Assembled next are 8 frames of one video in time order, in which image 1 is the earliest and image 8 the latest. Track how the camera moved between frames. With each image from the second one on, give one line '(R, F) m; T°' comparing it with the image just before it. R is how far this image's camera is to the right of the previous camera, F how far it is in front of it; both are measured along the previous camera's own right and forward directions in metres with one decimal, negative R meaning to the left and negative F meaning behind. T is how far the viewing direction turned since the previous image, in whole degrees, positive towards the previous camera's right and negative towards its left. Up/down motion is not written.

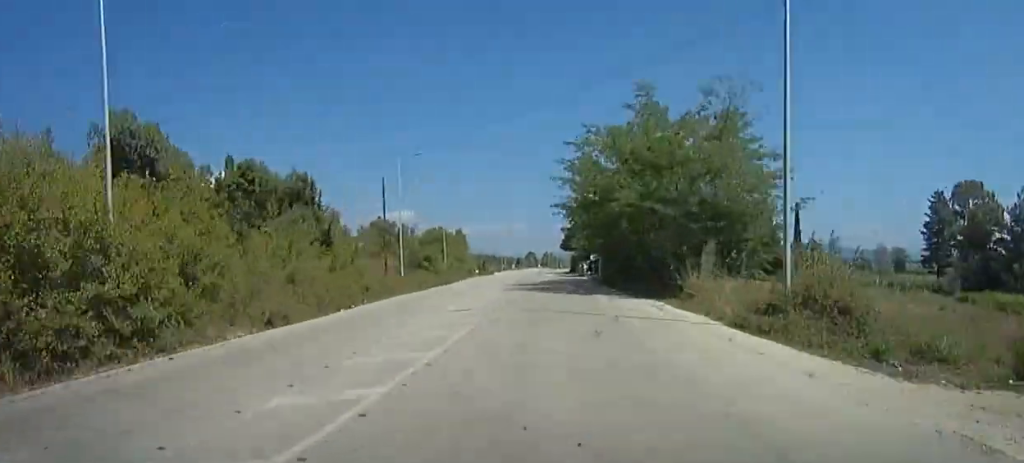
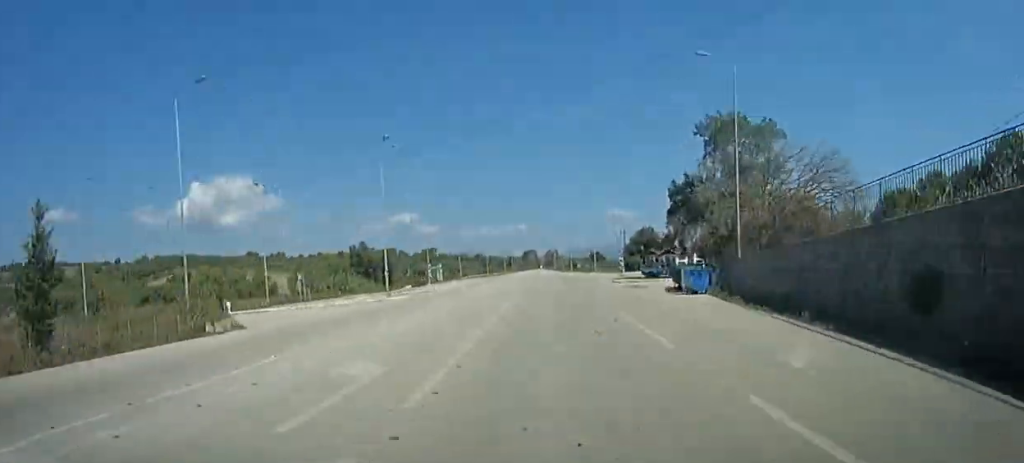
(+0.3, +129.2) m; 0°
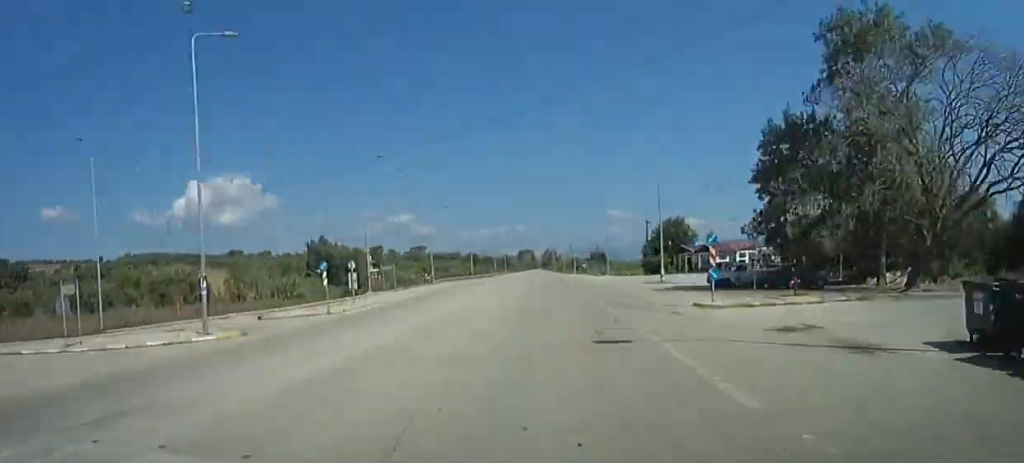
(0.0, +23.7) m; 0°
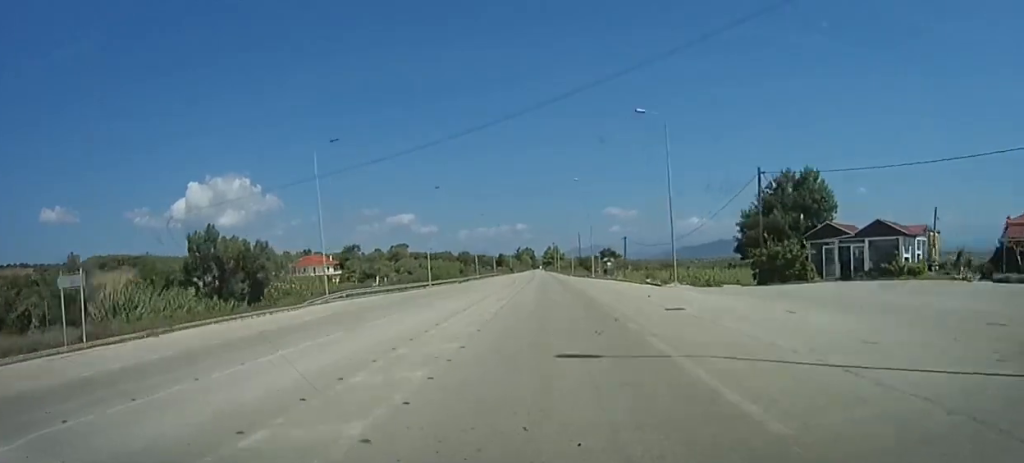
(0.0, +41.1) m; 0°
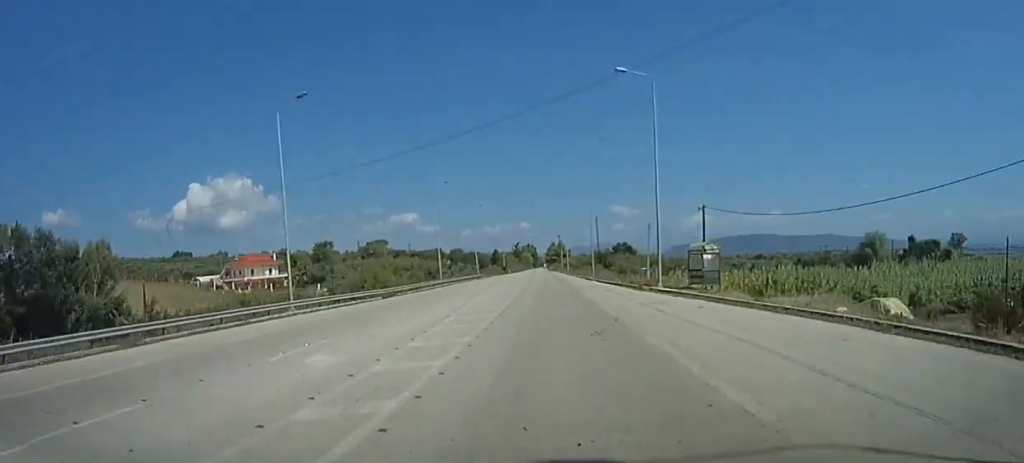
(-0.2, +39.2) m; -1°
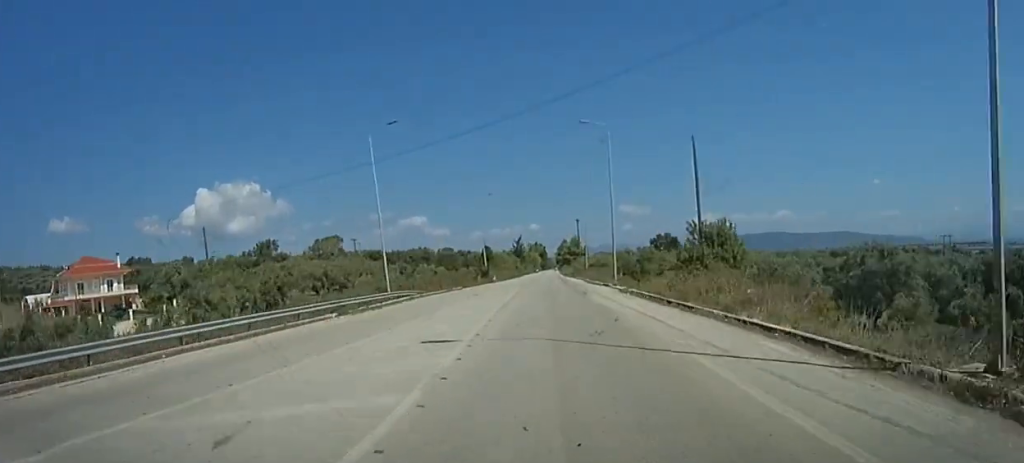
(-0.4, +59.4) m; 0°
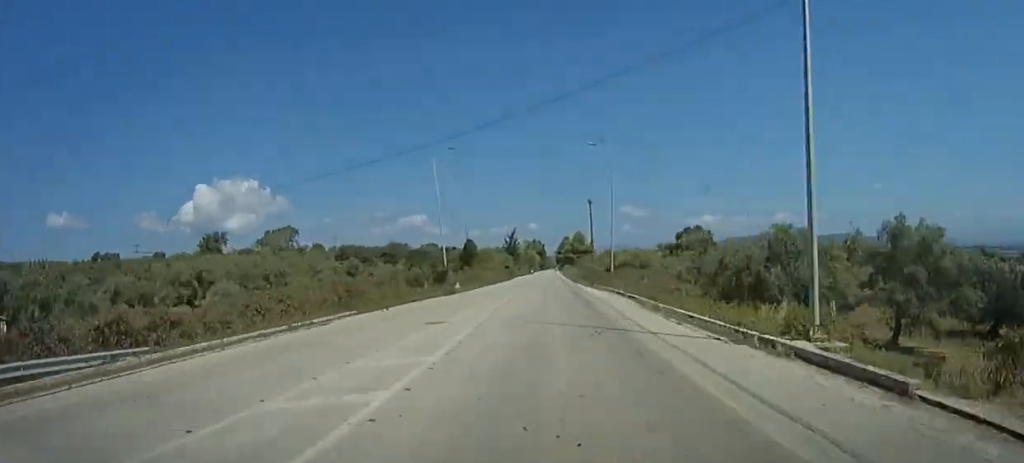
(+0.2, +31.0) m; 0°
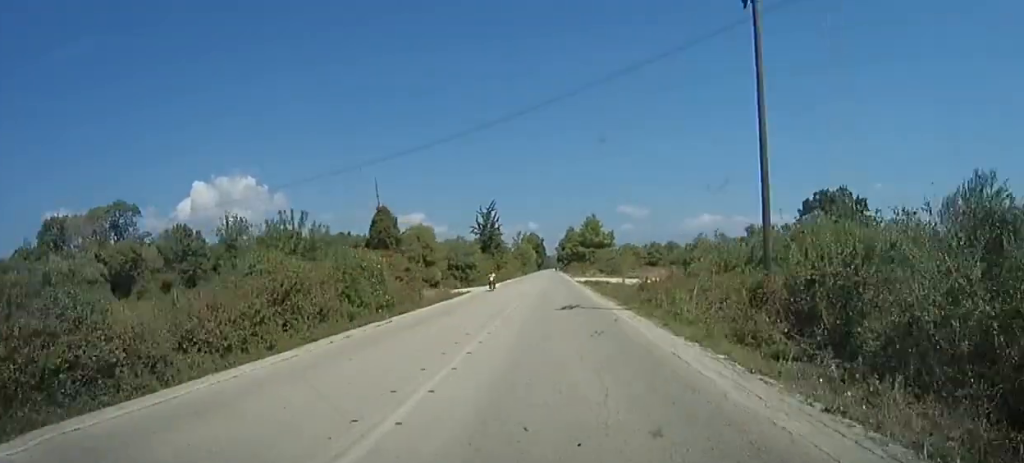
(-0.2, +60.3) m; 0°
